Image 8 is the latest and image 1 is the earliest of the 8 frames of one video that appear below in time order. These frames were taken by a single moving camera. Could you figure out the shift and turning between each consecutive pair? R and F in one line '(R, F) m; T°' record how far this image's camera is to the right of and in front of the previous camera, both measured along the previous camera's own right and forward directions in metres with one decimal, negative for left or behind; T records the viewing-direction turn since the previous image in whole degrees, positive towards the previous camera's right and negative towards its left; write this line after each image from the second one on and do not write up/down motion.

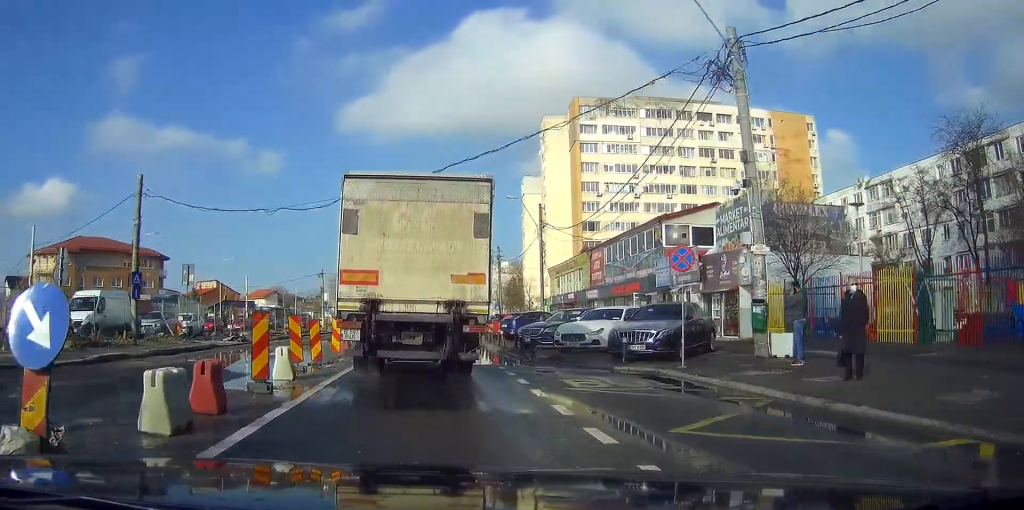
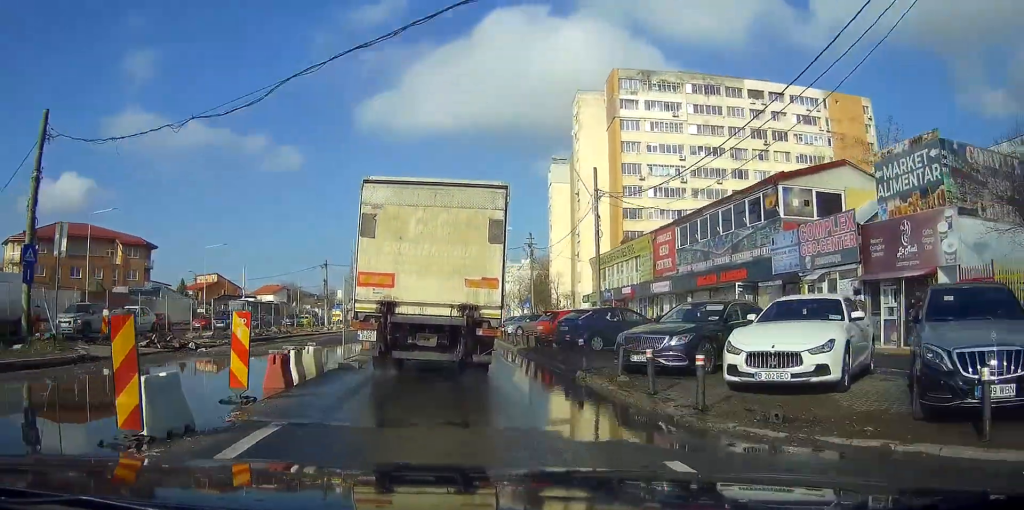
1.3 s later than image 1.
(-0.2, +12.2) m; -2°
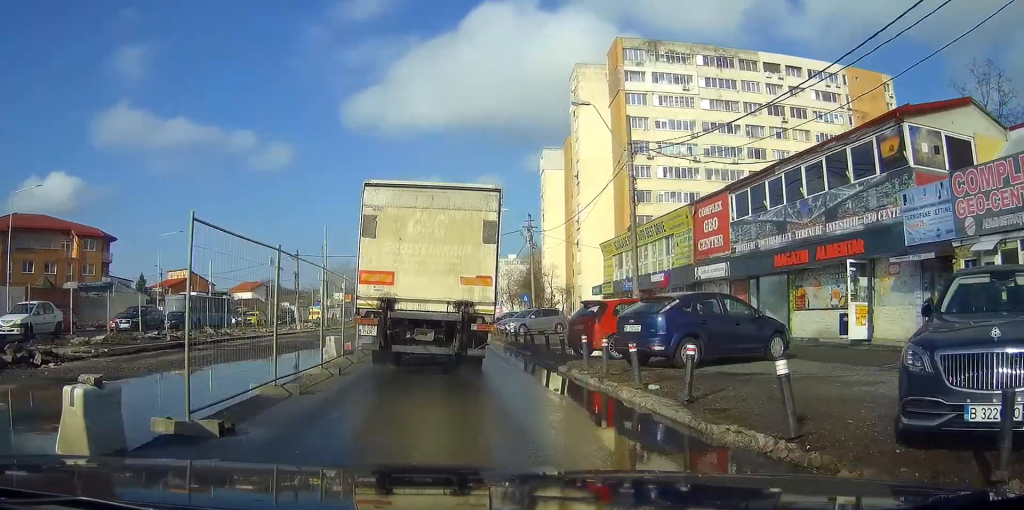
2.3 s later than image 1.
(-0.1, +9.6) m; 0°
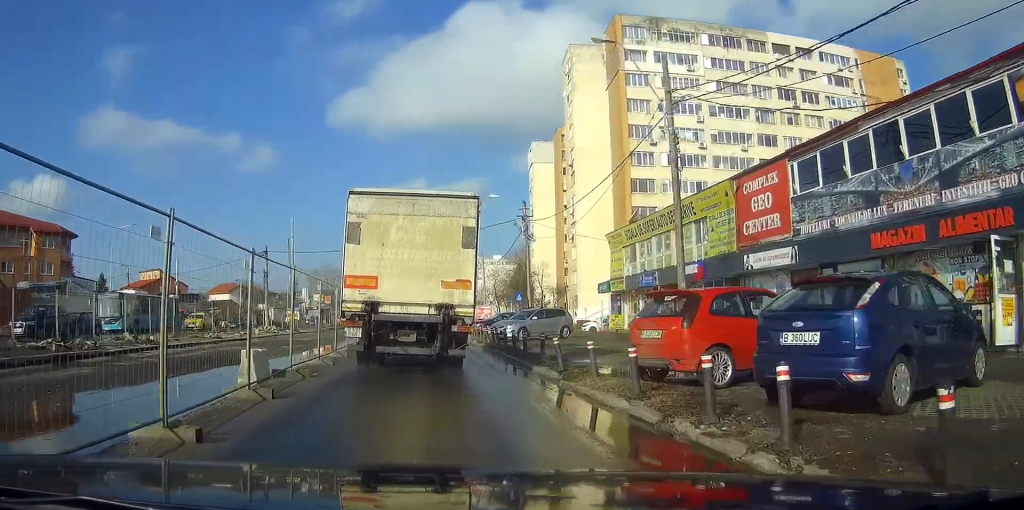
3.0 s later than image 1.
(+0.1, +7.1) m; +1°
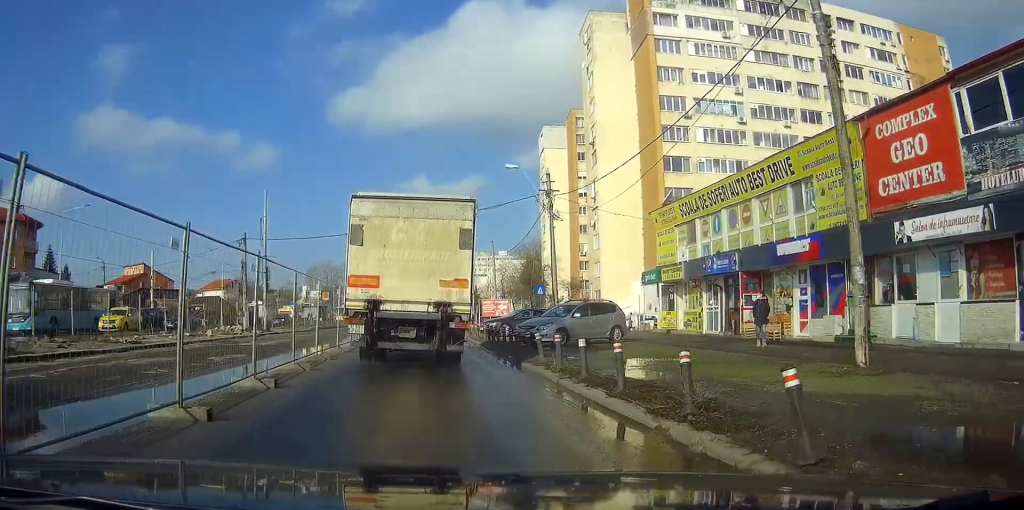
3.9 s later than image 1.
(+0.1, +9.2) m; 0°
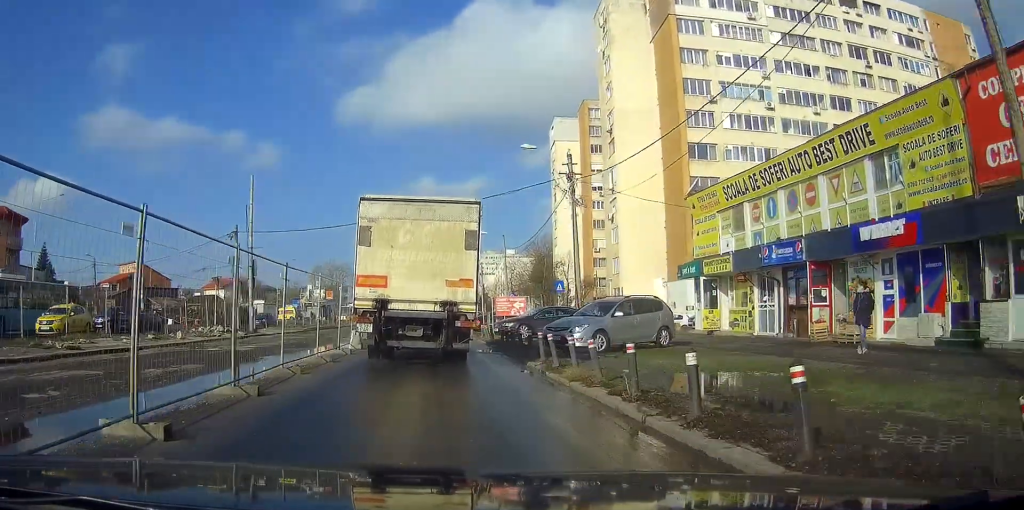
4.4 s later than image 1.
(0.0, +4.6) m; 0°
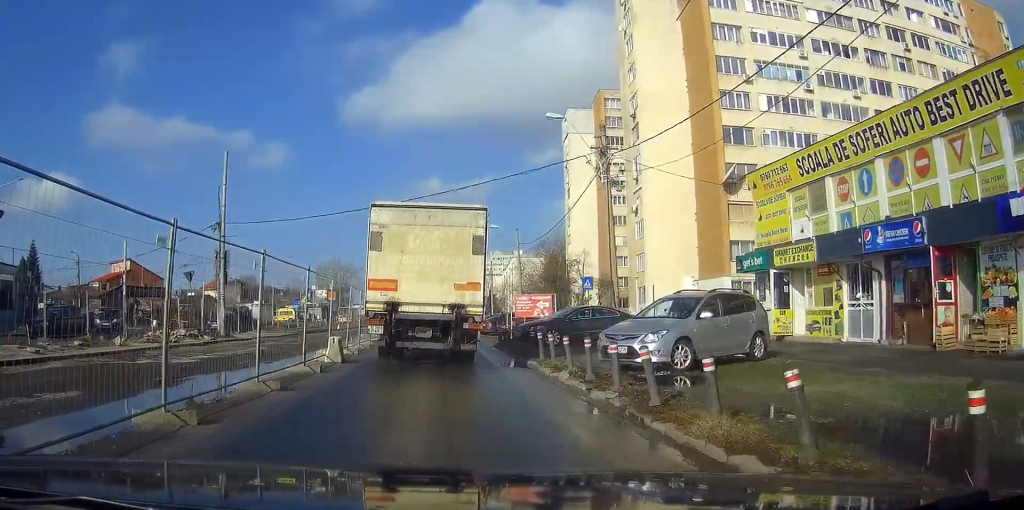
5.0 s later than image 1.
(0.0, +6.0) m; 0°
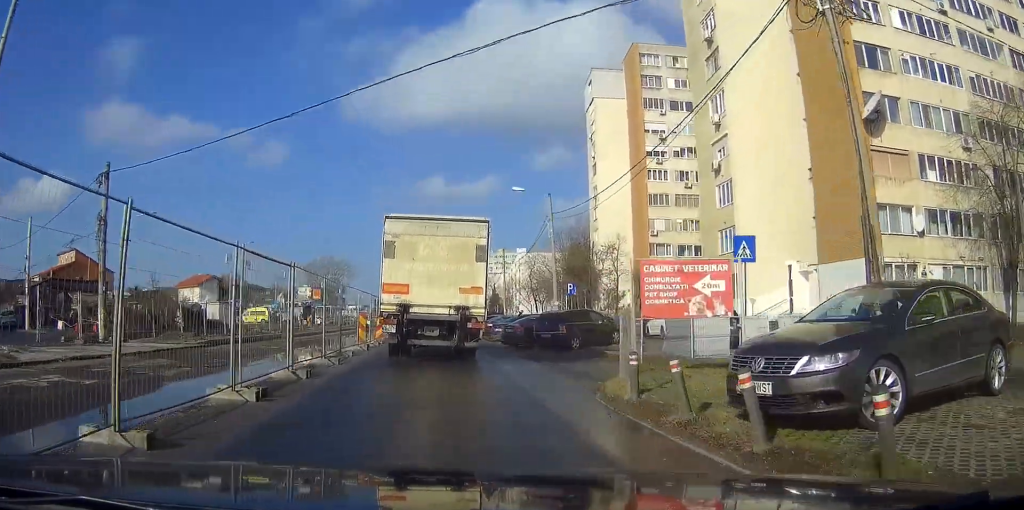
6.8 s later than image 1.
(-0.2, +18.6) m; -1°
